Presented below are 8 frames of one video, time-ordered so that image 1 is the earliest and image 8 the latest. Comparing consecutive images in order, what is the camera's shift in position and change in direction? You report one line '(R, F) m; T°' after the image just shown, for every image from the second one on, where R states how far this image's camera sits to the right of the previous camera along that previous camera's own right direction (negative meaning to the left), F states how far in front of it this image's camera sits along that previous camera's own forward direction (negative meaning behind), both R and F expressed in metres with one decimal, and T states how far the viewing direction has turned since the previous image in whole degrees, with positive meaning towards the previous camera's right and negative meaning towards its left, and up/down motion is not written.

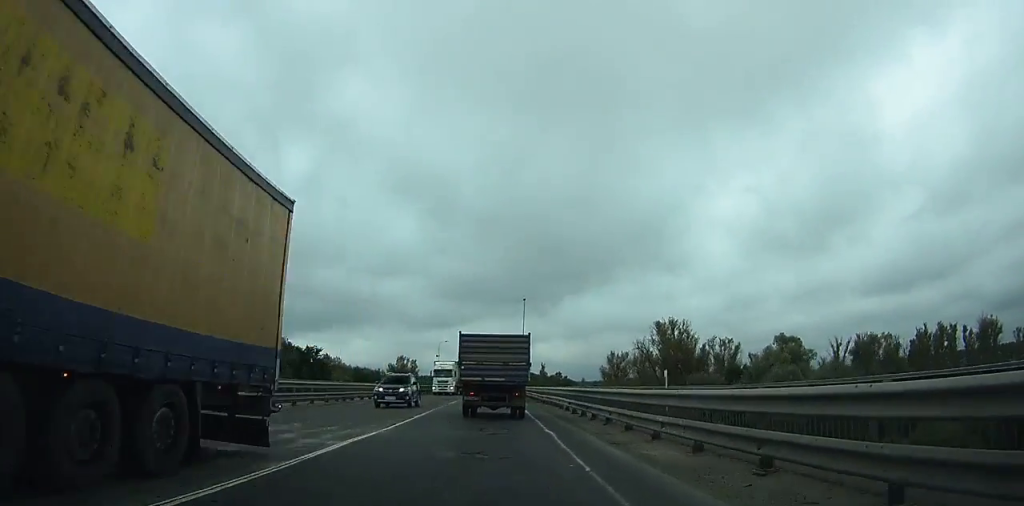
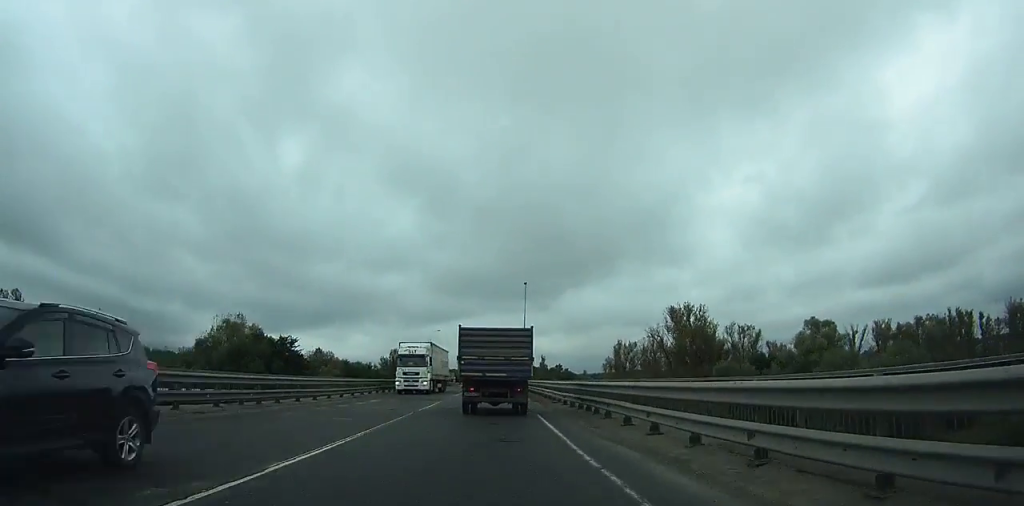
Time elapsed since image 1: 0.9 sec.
(0.0, +13.7) m; 0°
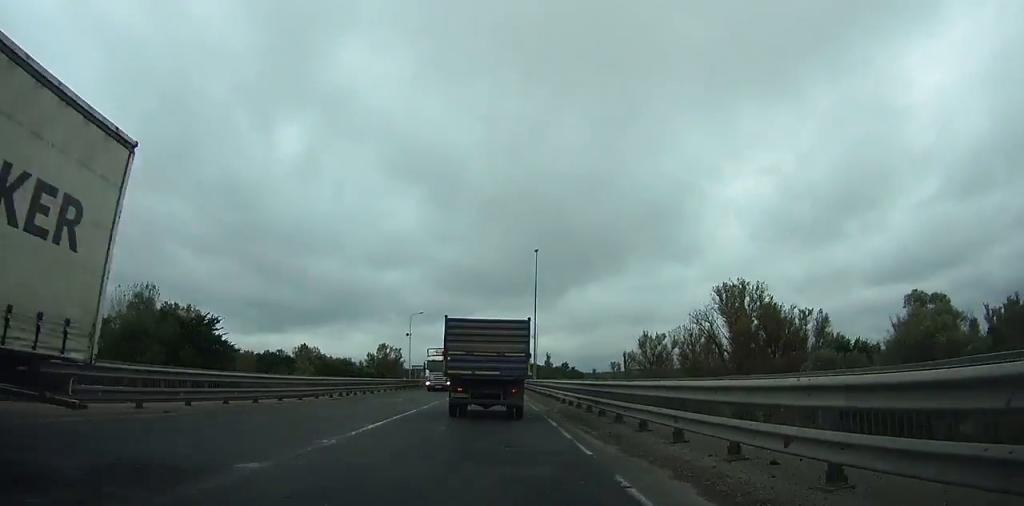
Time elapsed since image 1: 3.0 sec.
(0.0, +29.3) m; 0°
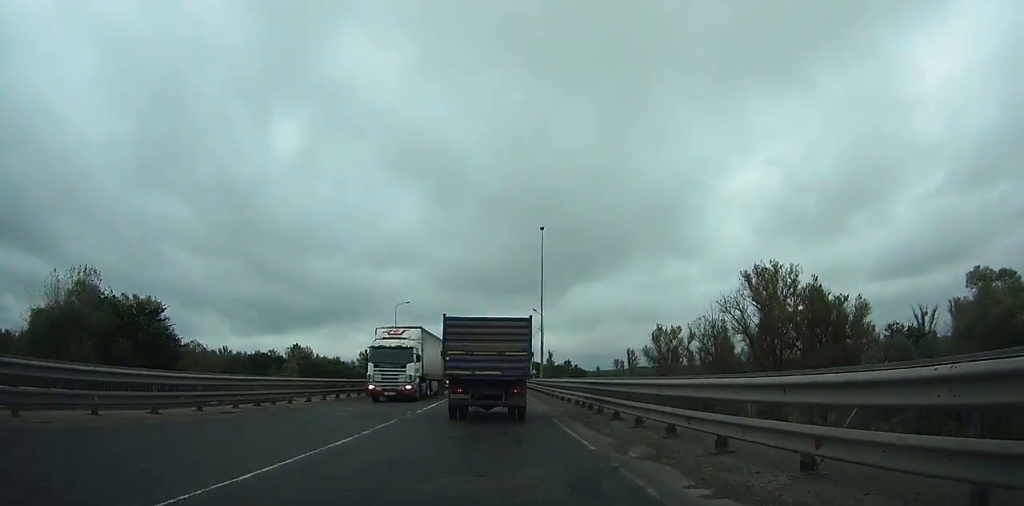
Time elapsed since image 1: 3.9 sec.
(0.0, +12.8) m; 0°
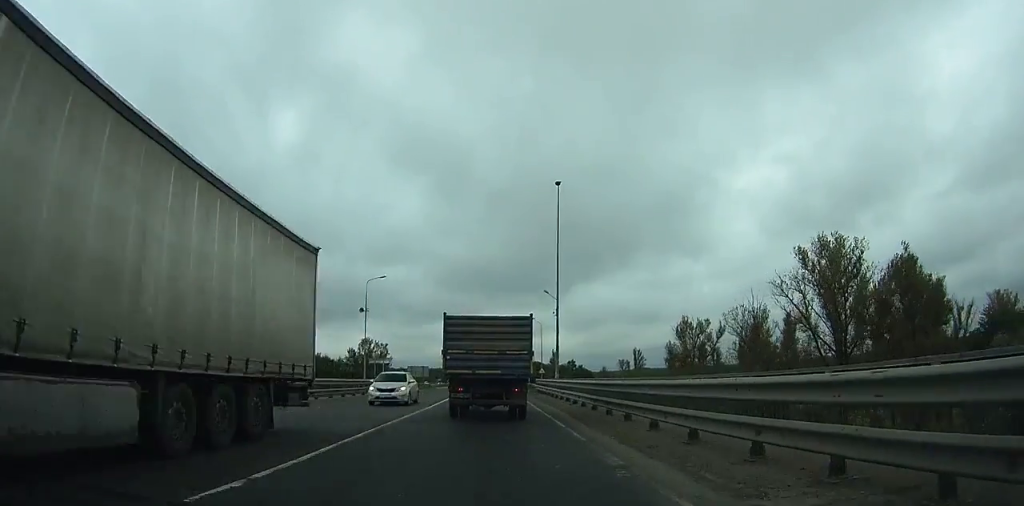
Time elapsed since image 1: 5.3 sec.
(+0.1, +18.0) m; 0°
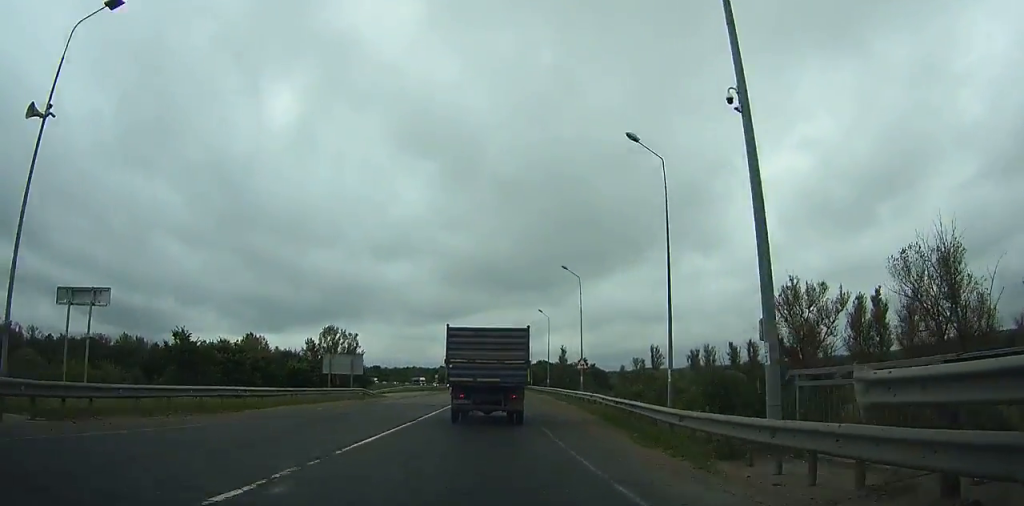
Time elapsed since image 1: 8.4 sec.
(-0.1, +42.4) m; 0°
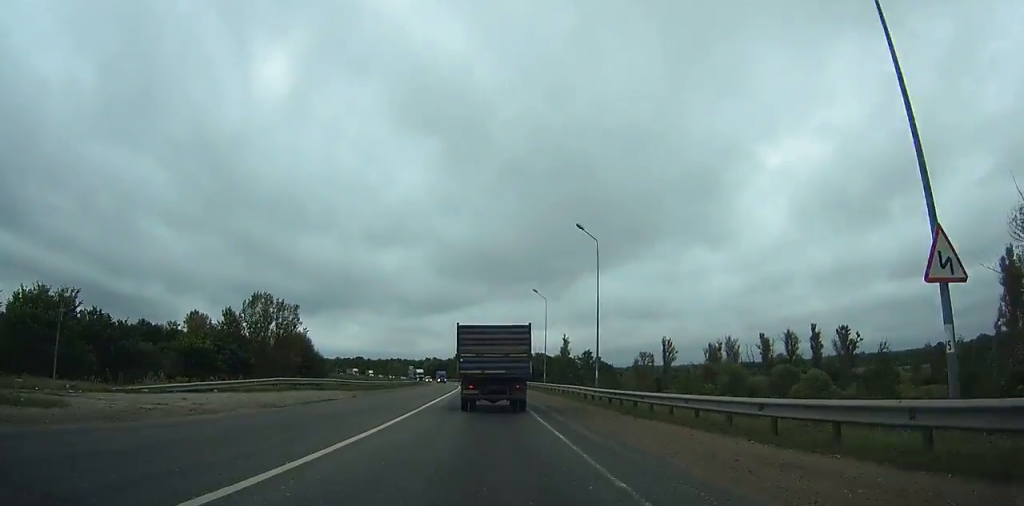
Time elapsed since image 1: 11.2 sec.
(0.0, +39.9) m; 0°
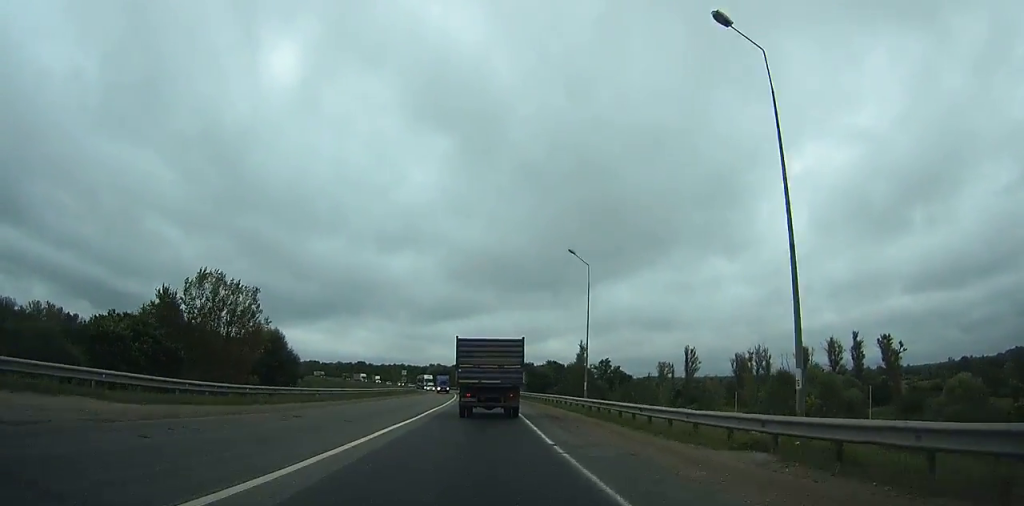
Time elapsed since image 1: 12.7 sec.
(0.0, +23.0) m; 0°
